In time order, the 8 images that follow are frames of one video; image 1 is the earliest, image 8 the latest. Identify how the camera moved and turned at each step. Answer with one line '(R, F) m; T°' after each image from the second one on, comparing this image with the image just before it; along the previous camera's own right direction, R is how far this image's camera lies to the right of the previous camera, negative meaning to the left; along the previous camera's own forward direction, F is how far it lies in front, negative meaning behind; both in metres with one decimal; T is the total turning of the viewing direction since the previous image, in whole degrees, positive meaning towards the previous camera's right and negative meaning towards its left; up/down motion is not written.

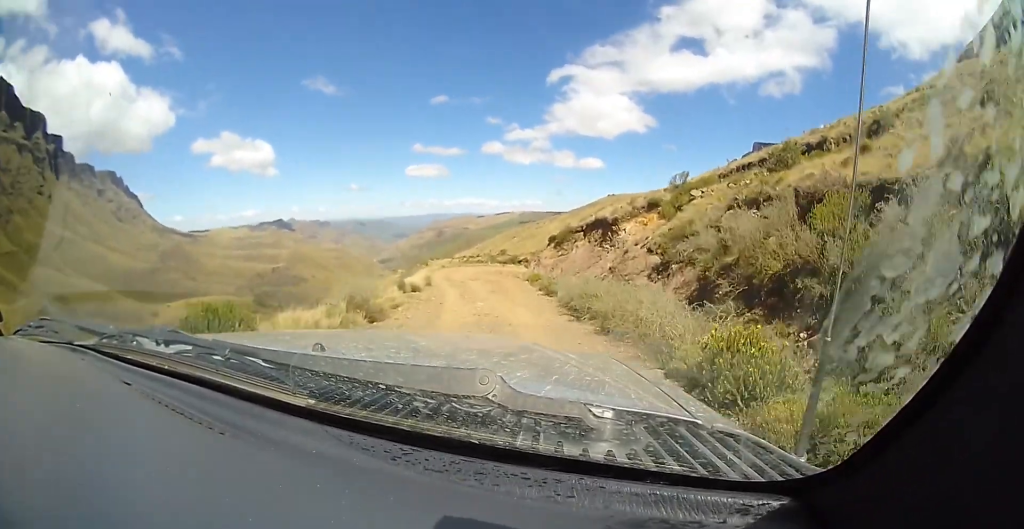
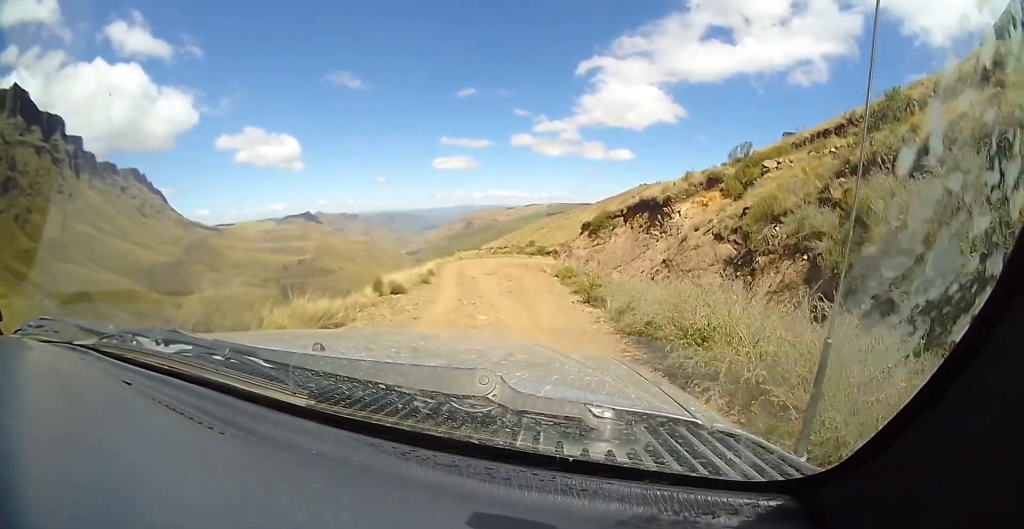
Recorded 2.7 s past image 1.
(-0.3, +5.2) m; -2°
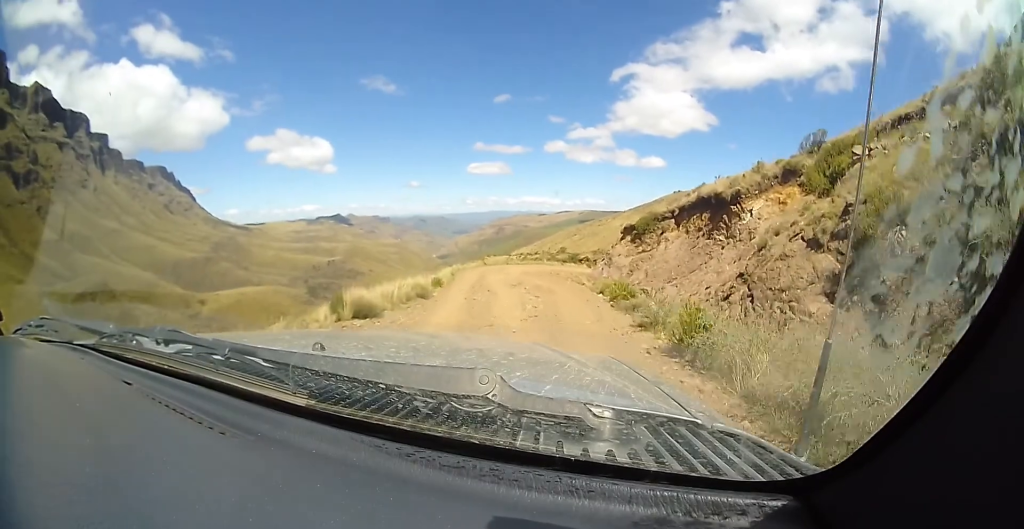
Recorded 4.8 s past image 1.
(-0.3, +4.1) m; -1°
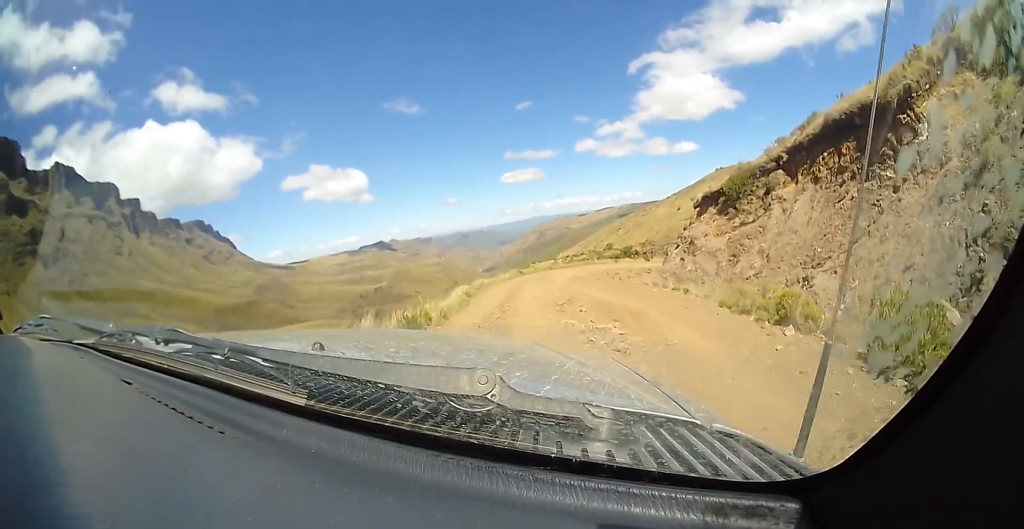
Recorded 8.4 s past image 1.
(+0.4, +7.0) m; -8°
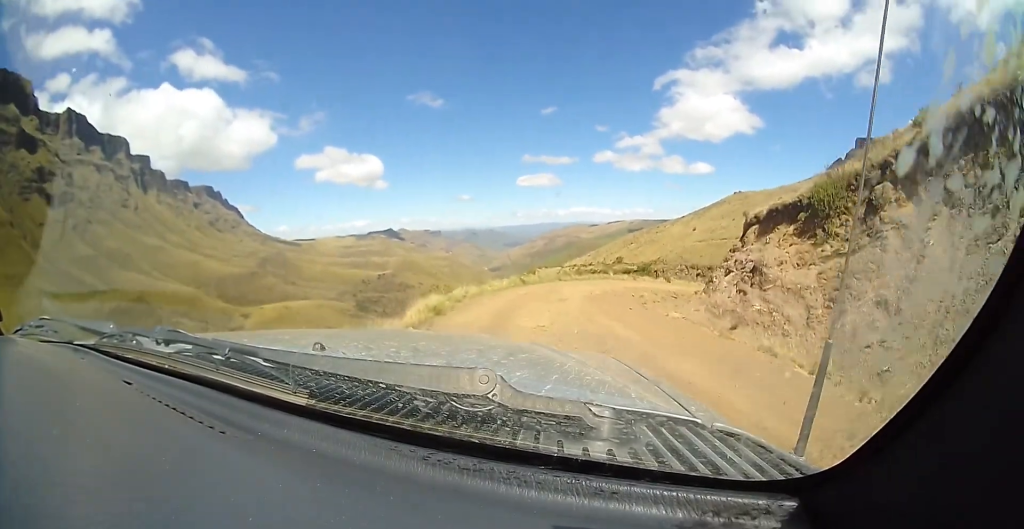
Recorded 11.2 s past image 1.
(-0.9, +5.4) m; -3°
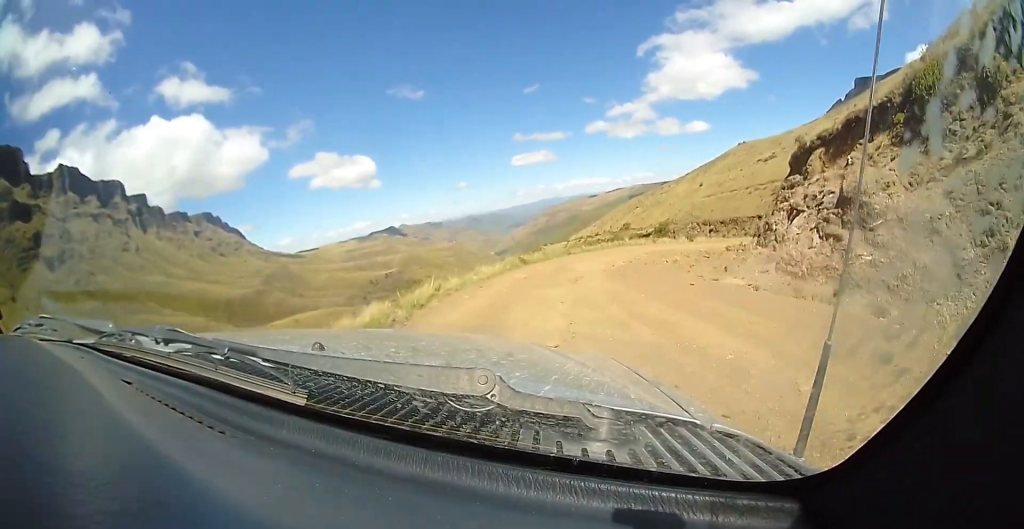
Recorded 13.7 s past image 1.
(-0.3, +5.1) m; +1°
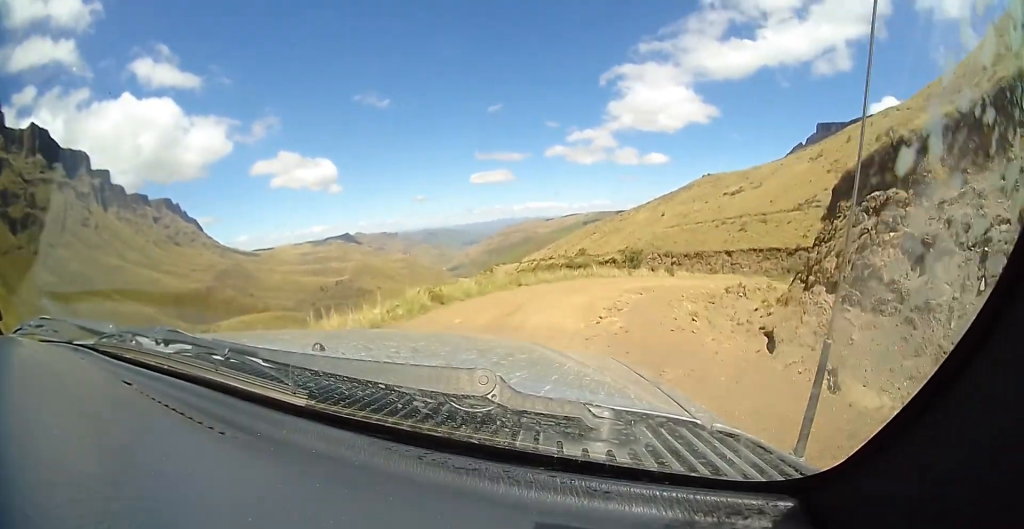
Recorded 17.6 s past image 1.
(+1.0, +8.3) m; +9°
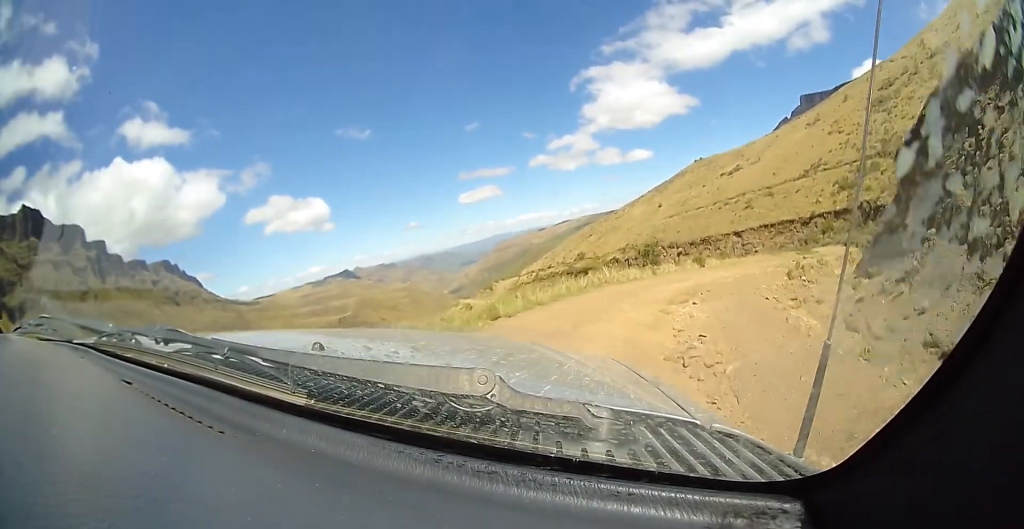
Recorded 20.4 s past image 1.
(0.0, +6.2) m; +3°
